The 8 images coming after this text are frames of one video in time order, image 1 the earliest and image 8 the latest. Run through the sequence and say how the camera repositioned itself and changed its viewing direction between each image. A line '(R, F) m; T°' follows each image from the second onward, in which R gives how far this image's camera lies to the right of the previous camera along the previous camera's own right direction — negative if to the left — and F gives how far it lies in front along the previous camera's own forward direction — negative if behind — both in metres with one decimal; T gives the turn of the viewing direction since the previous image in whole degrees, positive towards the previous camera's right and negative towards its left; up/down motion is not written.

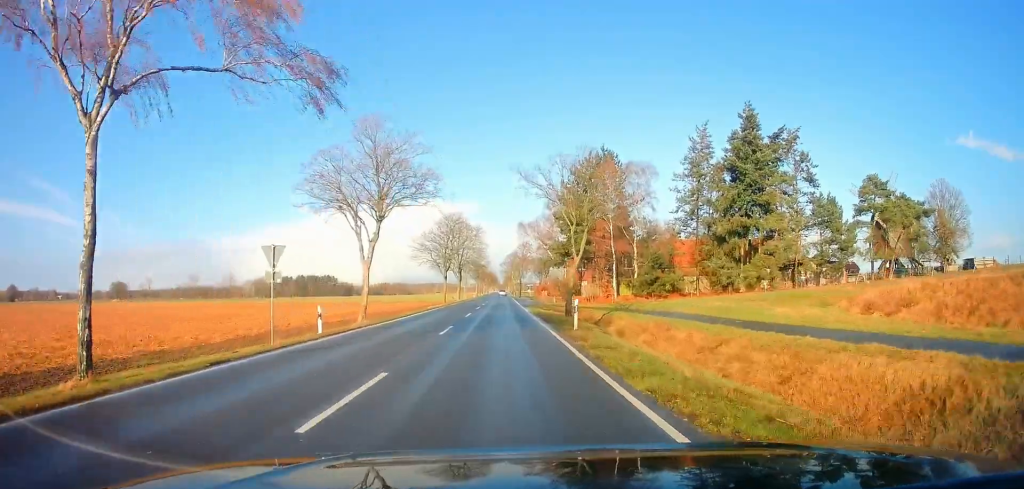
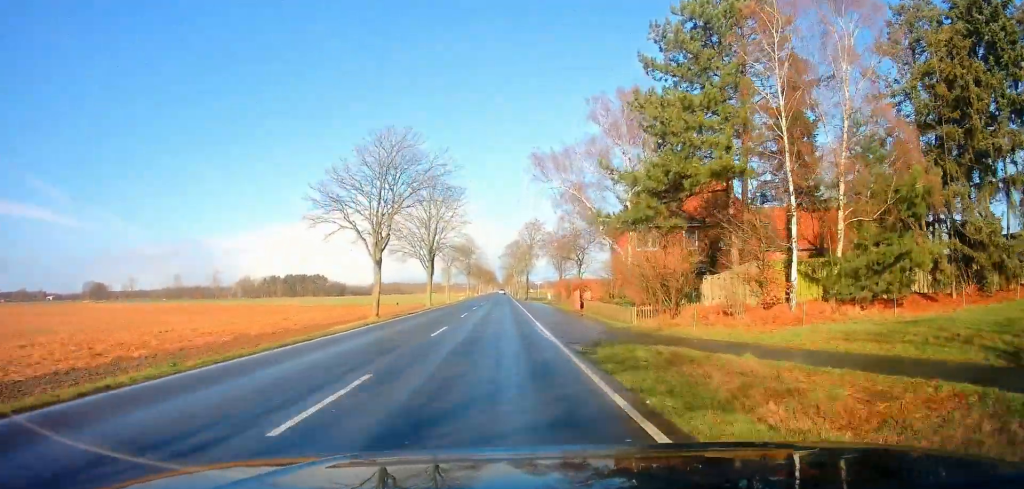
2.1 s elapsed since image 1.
(-0.1, +36.8) m; 0°
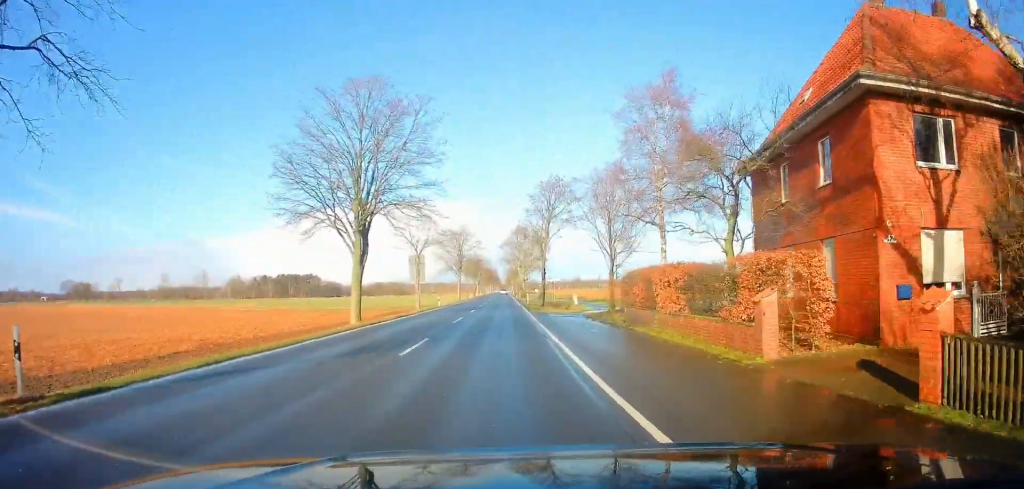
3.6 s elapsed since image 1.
(-0.3, +29.5) m; -1°
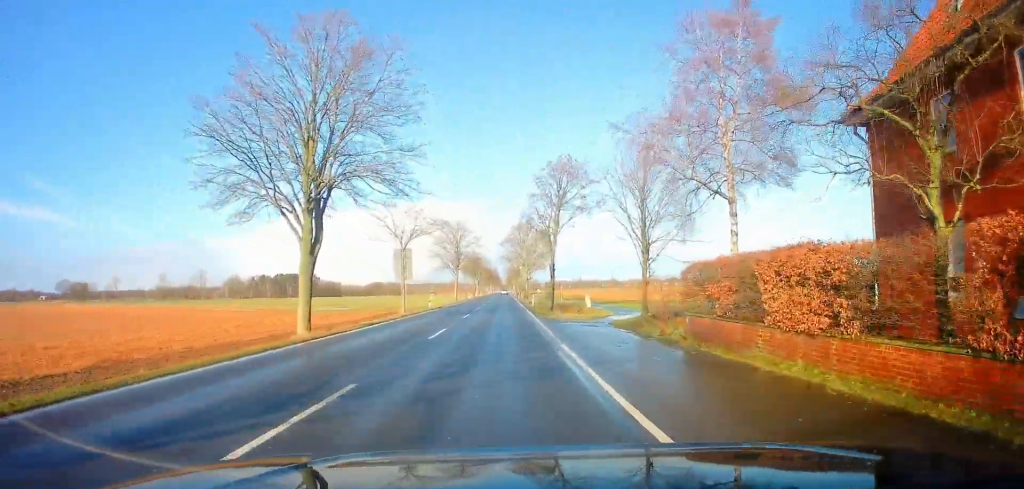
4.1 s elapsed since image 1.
(-0.1, +7.8) m; 0°
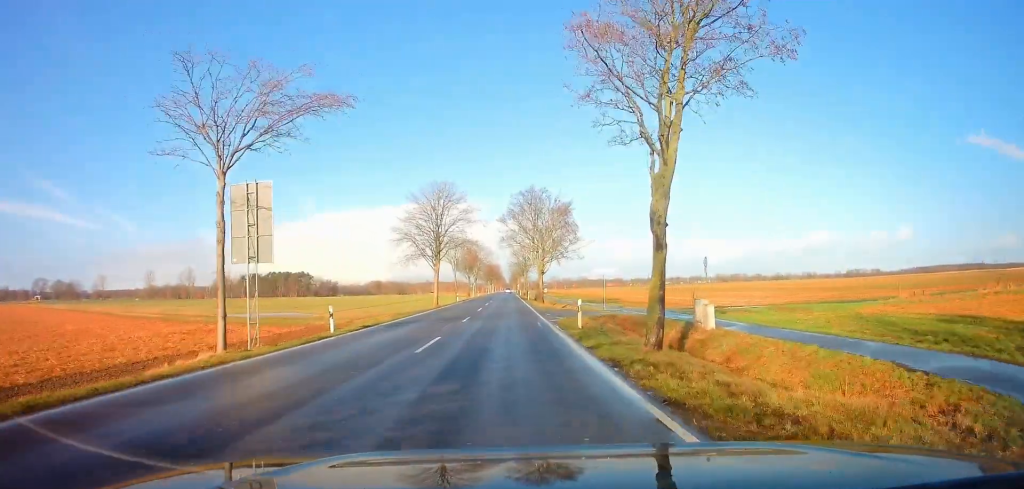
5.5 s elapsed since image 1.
(+0.4, +28.0) m; +1°
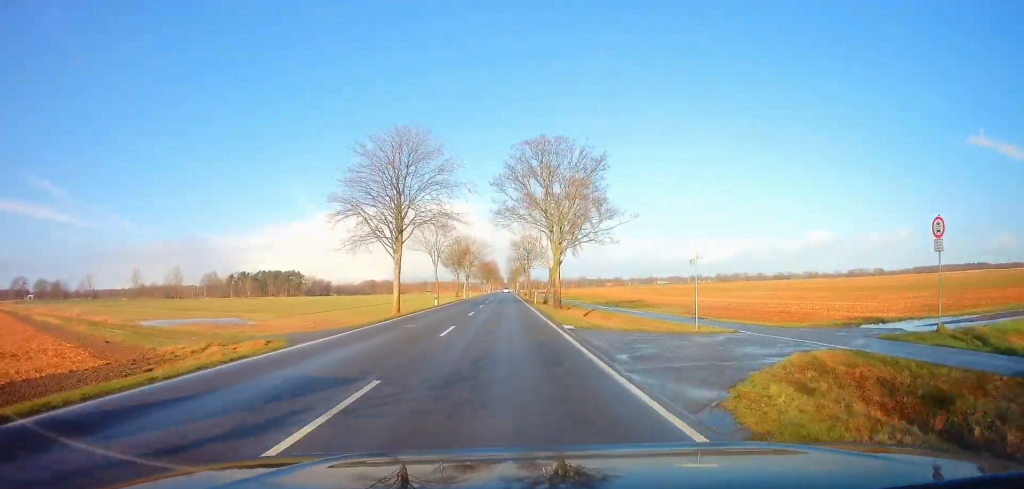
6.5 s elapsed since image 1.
(0.0, +20.0) m; 0°
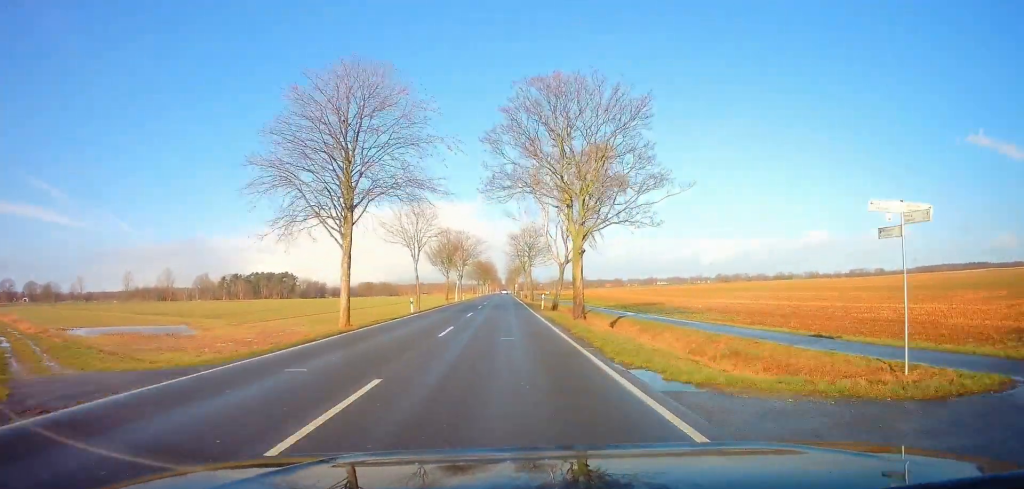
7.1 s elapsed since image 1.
(0.0, +11.8) m; 0°
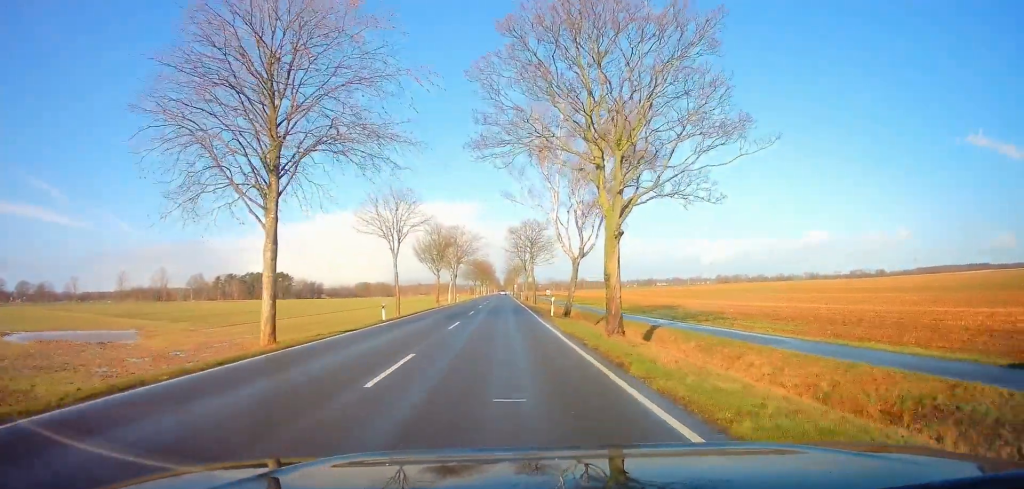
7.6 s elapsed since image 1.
(0.0, +8.6) m; 0°
